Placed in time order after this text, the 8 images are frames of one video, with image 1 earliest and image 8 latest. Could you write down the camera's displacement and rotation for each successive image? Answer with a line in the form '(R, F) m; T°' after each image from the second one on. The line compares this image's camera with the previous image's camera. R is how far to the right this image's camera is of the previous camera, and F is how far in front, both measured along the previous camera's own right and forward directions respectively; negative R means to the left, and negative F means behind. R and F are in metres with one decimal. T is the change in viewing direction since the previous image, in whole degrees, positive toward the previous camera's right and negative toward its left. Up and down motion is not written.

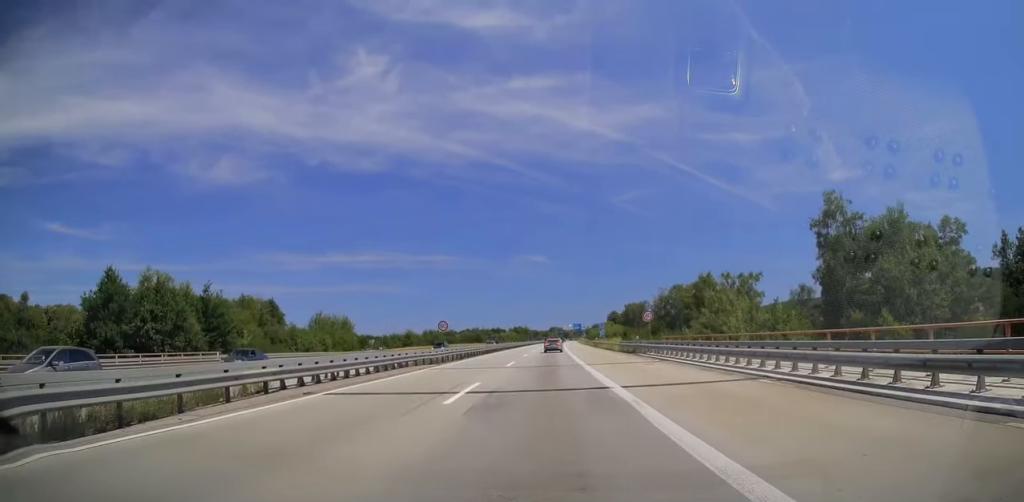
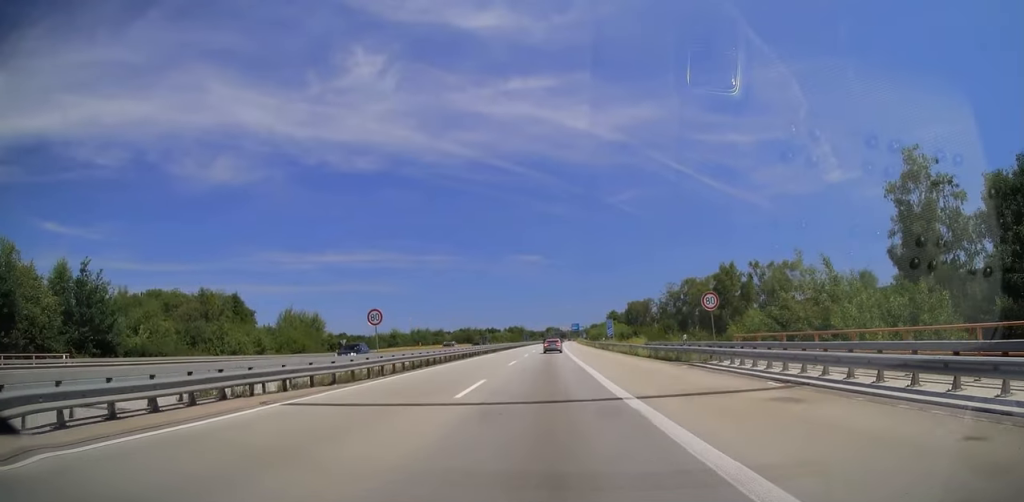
(+0.2, +16.9) m; 0°
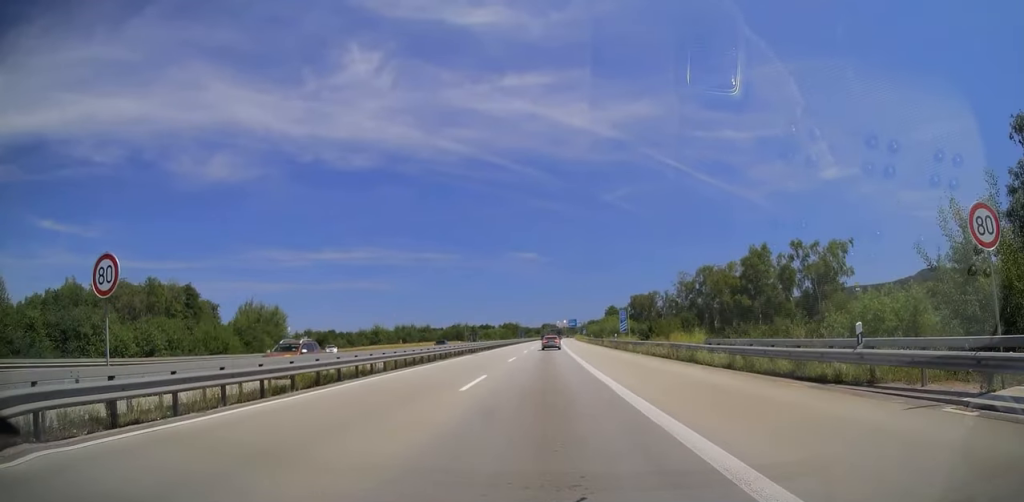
(-0.1, +17.6) m; 0°
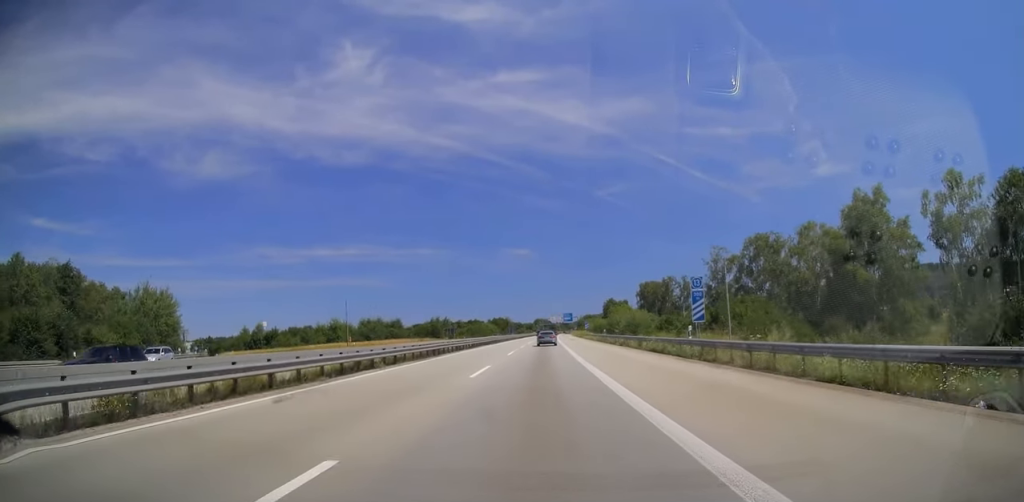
(+0.1, +34.2) m; +1°
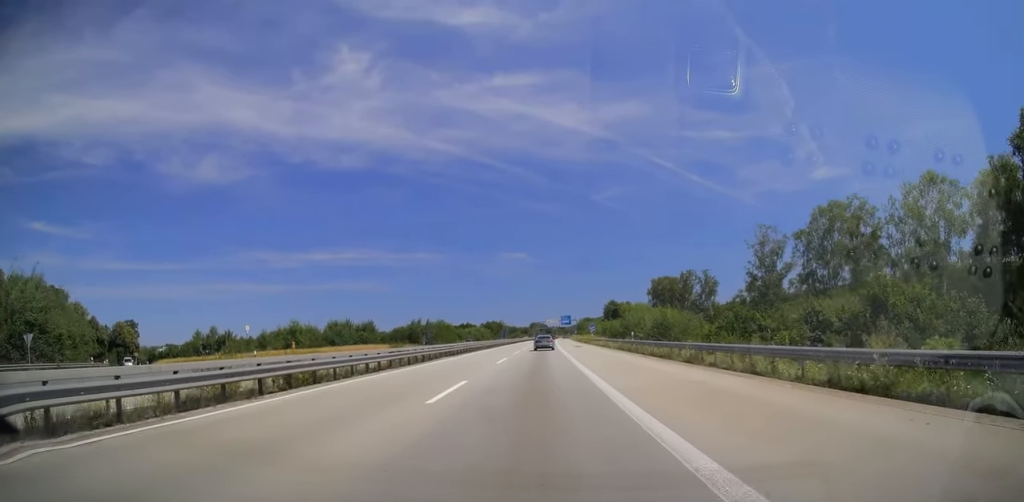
(0.0, +25.3) m; 0°
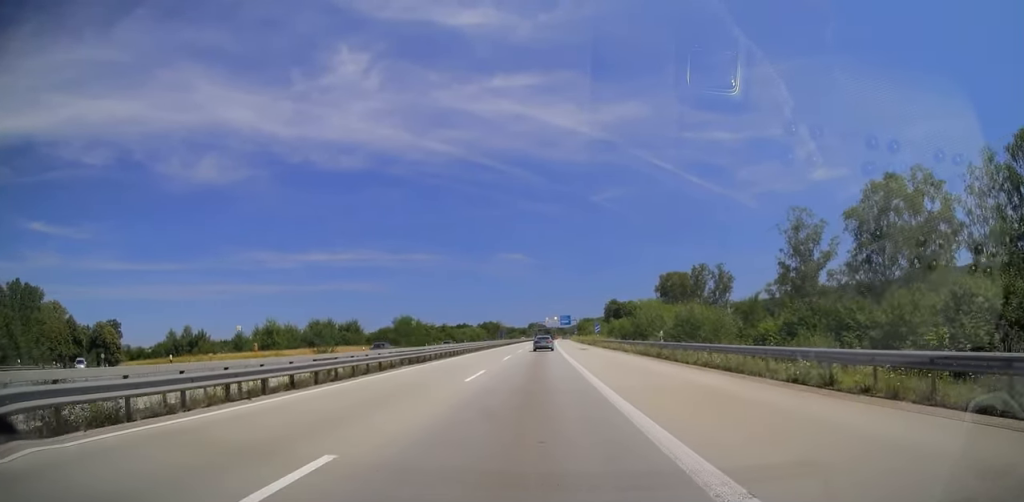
(0.0, +11.9) m; 0°
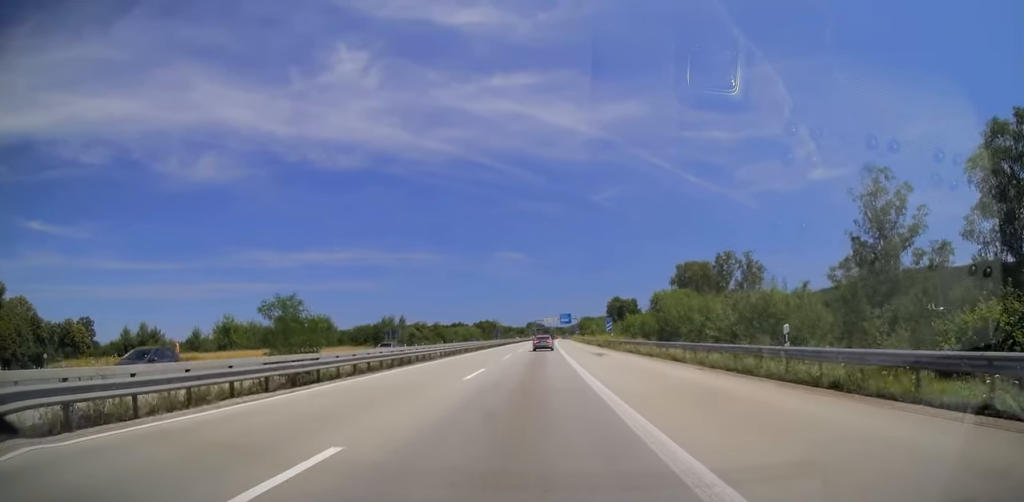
(0.0, +18.0) m; +1°
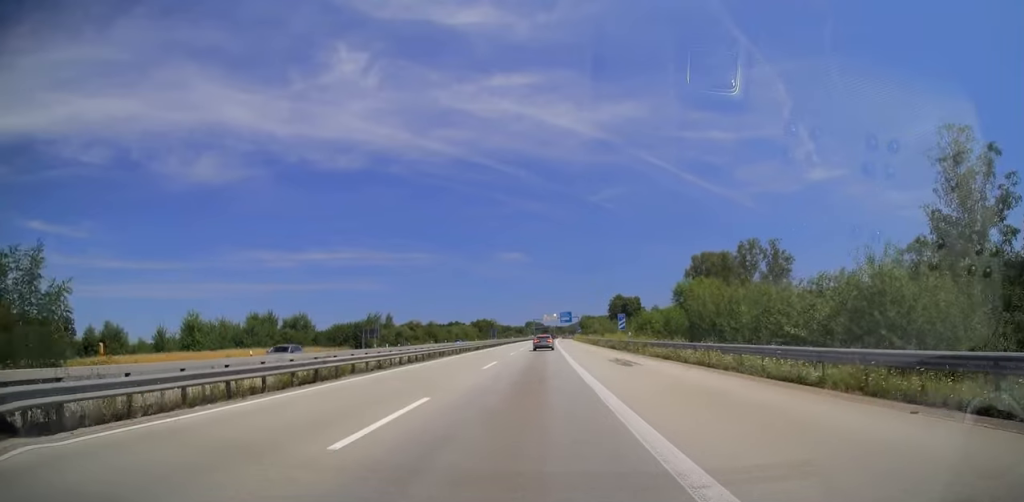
(+0.2, +12.3) m; 0°
